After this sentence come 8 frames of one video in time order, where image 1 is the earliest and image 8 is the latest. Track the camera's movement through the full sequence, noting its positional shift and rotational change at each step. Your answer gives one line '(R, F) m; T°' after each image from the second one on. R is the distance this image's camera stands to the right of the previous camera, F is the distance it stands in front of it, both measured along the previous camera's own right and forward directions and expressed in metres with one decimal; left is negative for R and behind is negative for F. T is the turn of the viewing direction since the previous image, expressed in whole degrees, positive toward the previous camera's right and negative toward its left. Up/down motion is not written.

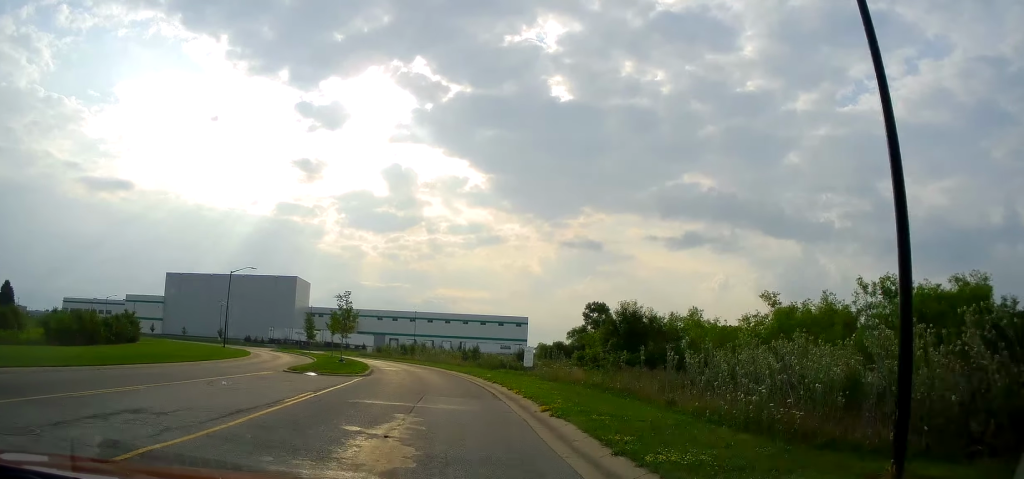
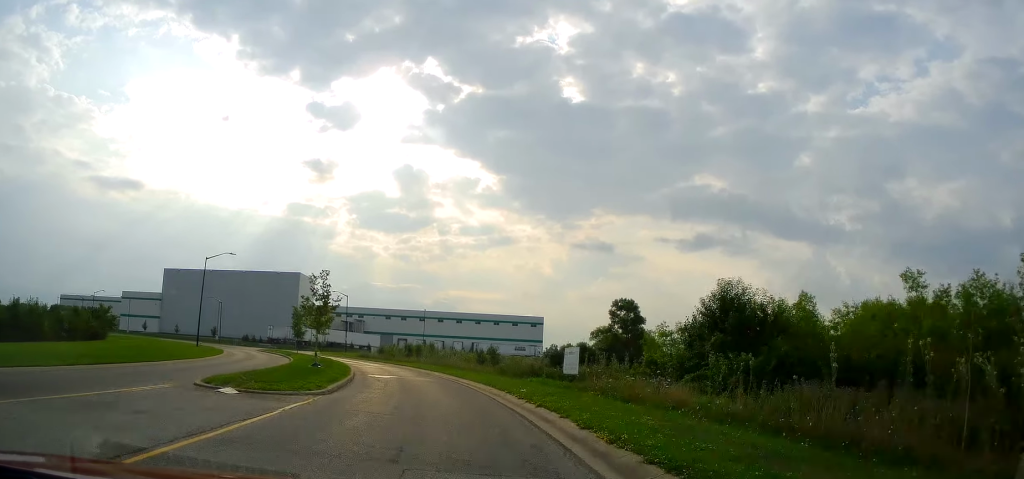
(-0.2, +11.0) m; -1°
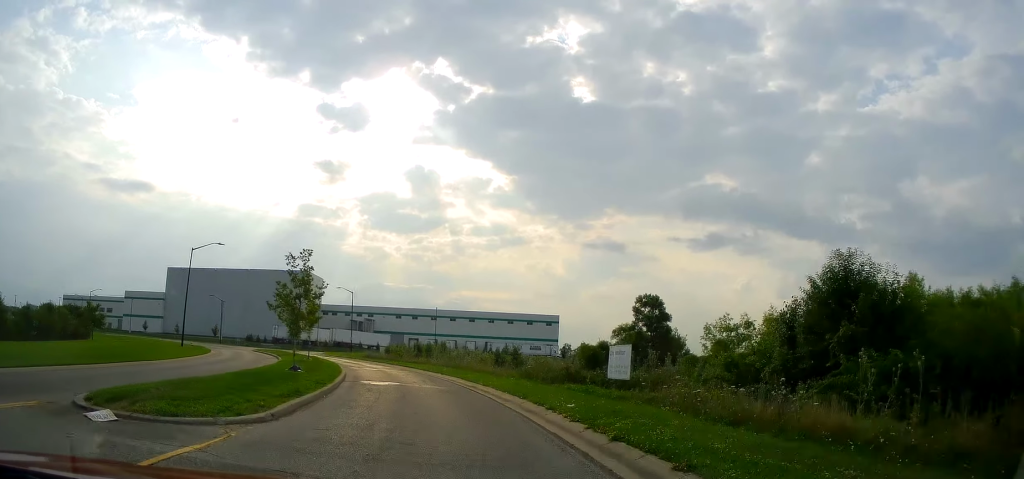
(0.0, +6.4) m; -1°
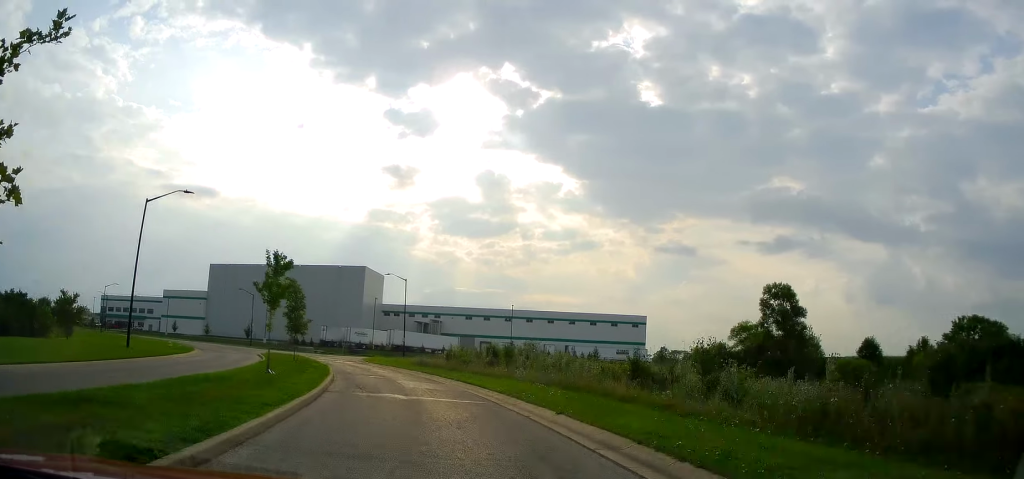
(-0.5, +21.2) m; -4°
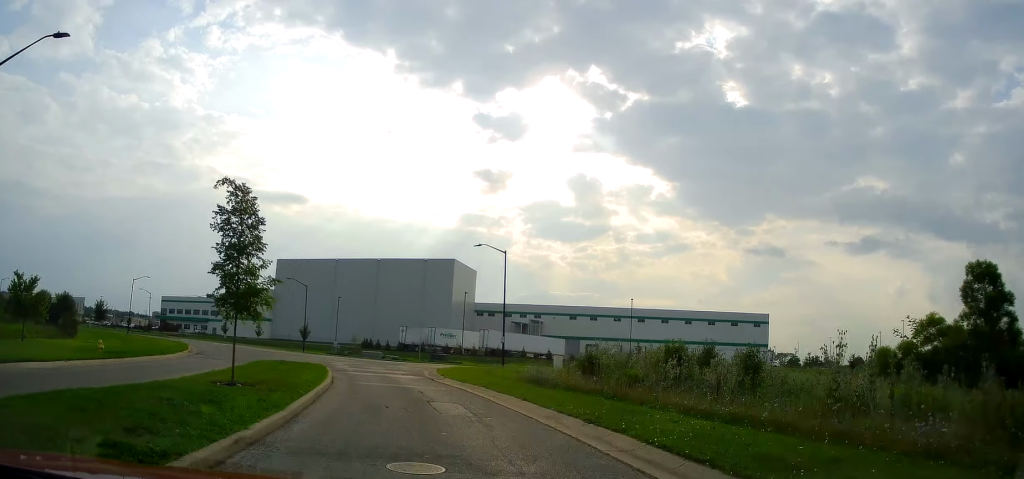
(-1.3, +22.7) m; -6°
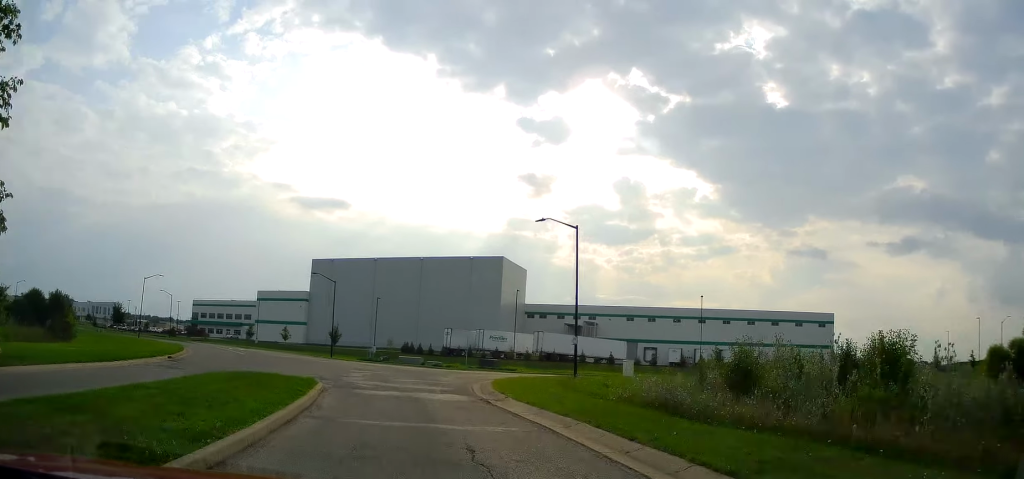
(-0.4, +11.5) m; -2°
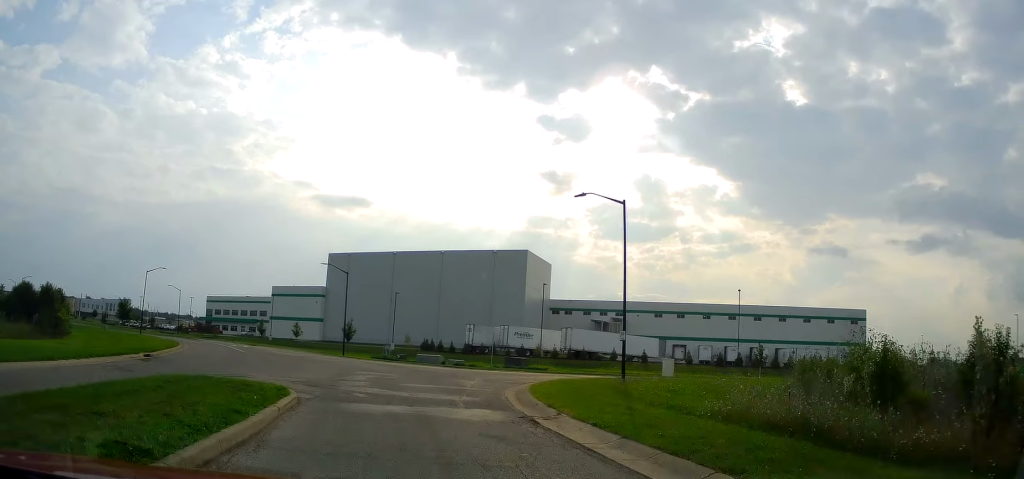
(0.0, +6.1) m; -2°
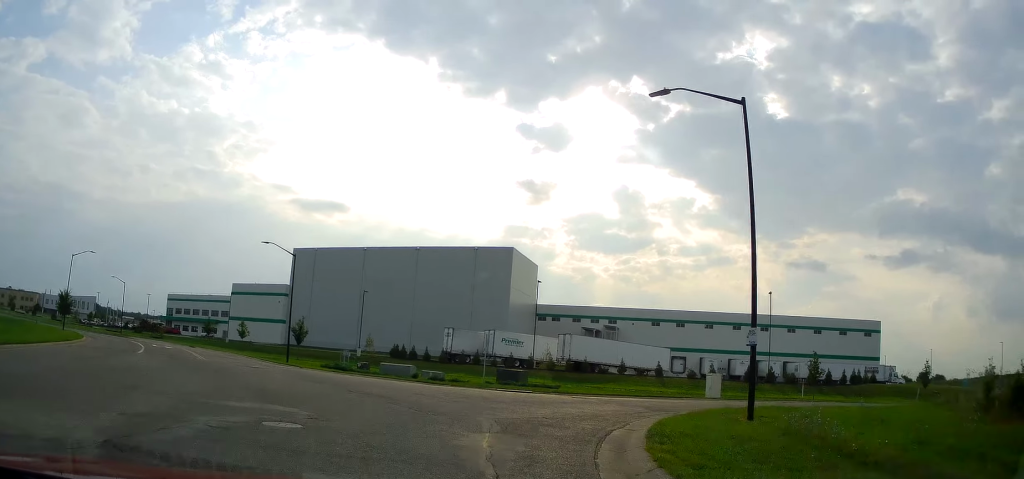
(-0.8, +16.5) m; -6°
